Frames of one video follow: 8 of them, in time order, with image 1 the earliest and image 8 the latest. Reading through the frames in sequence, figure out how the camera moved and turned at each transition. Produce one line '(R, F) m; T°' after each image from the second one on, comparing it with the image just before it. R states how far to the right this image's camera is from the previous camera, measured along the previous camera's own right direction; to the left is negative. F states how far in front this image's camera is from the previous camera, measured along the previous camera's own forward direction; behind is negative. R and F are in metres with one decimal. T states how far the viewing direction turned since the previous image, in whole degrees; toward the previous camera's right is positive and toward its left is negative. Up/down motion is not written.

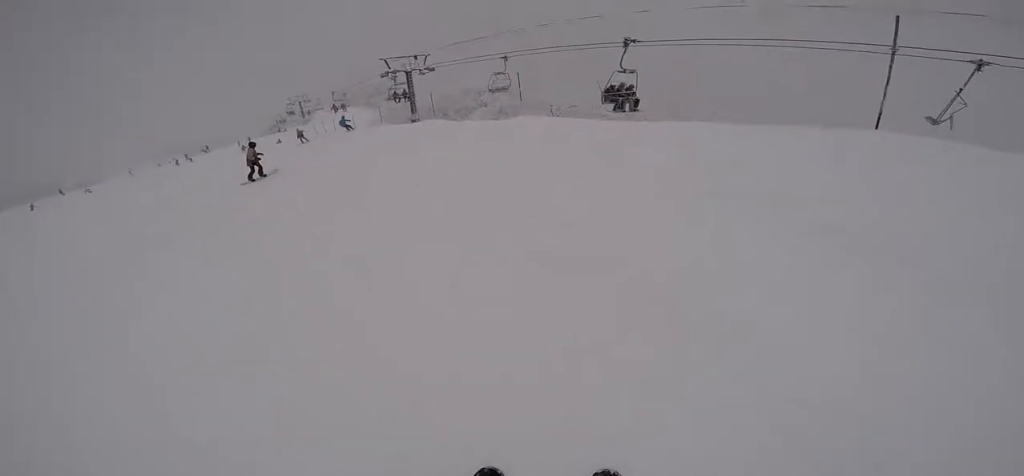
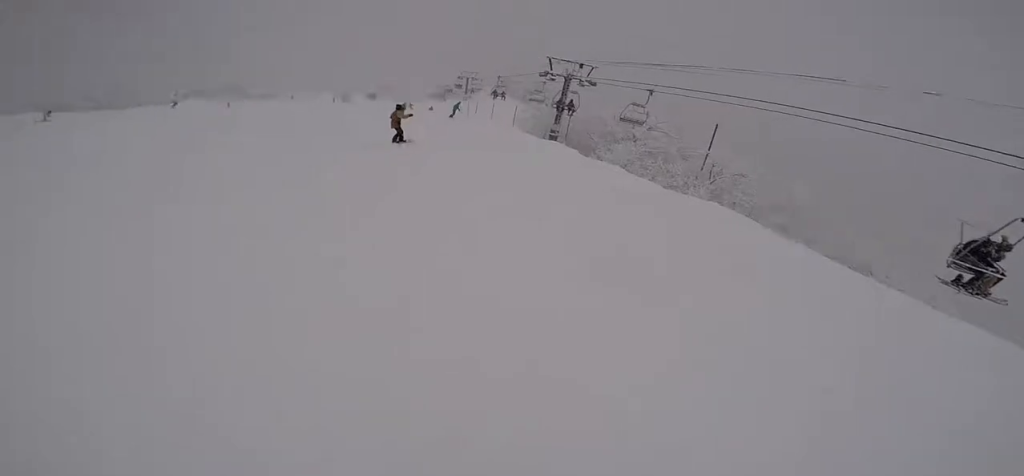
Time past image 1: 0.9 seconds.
(-0.9, +4.4) m; -14°
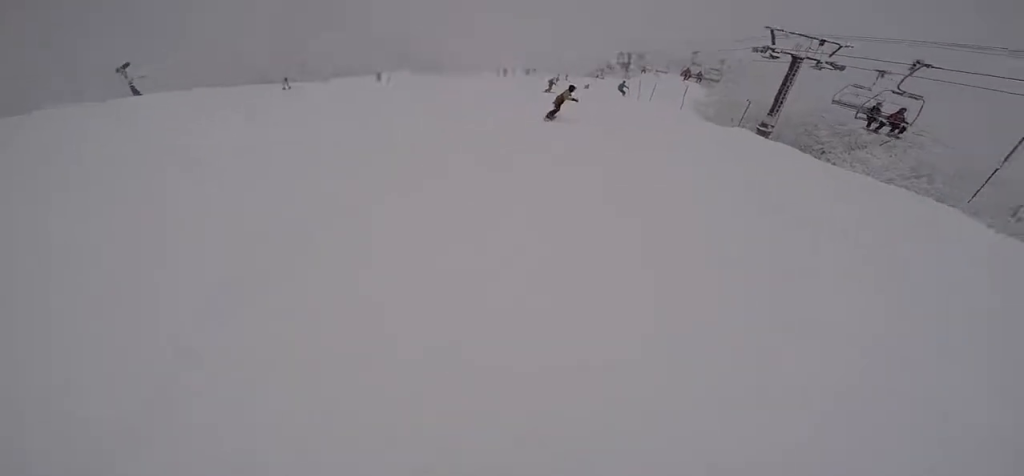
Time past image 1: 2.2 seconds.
(+0.3, +7.6) m; +10°
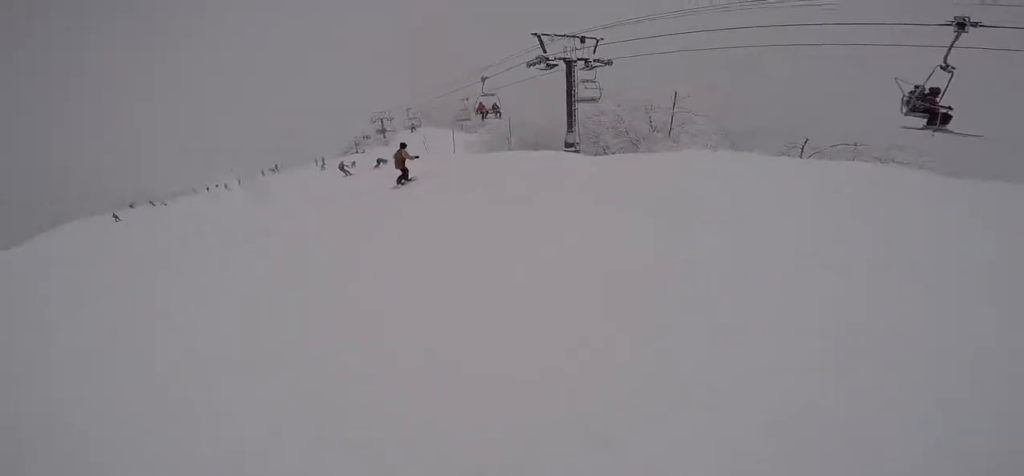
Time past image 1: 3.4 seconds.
(-0.3, +6.9) m; -7°
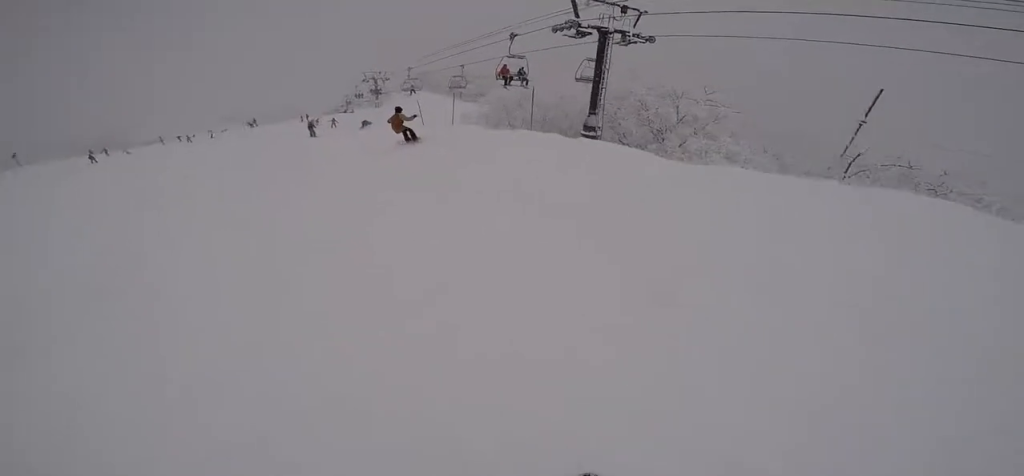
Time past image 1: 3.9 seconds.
(-0.1, +3.6) m; -2°
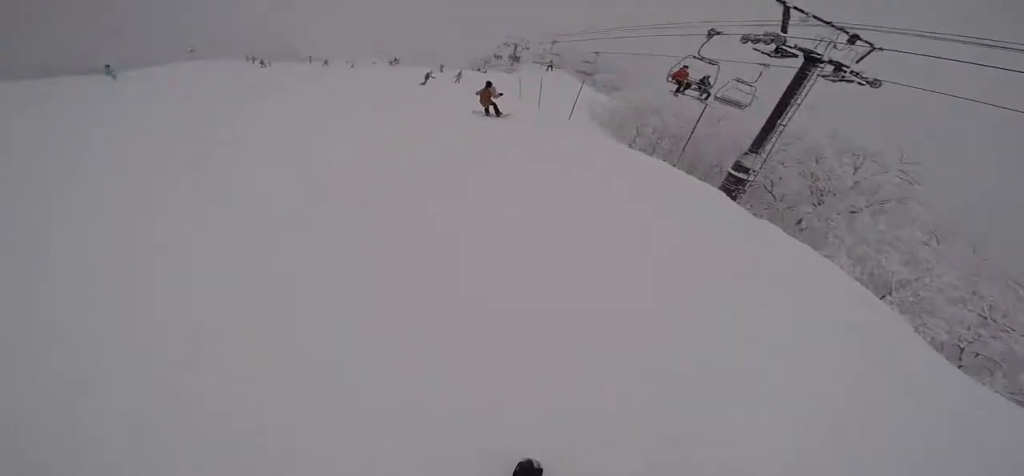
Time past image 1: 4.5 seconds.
(-0.1, +3.6) m; -1°
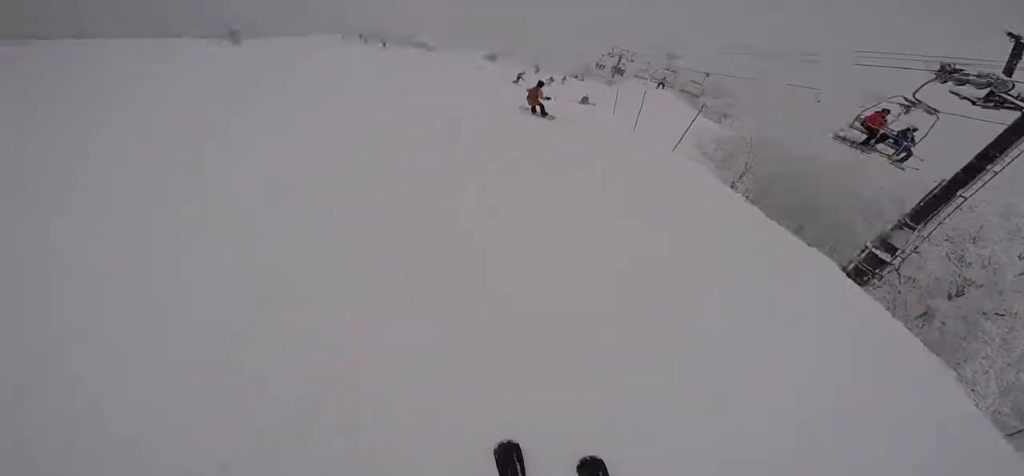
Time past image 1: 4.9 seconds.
(0.0, +2.9) m; 0°
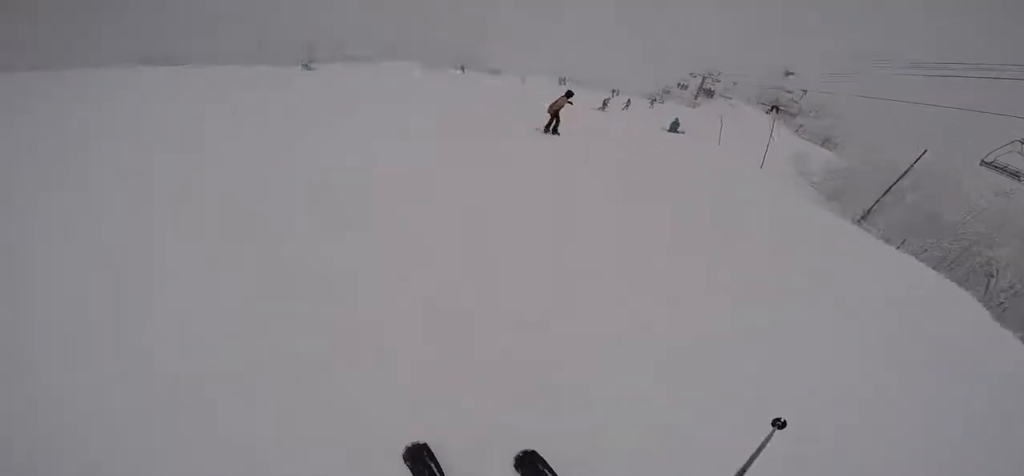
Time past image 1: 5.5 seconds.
(0.0, +3.6) m; 0°
